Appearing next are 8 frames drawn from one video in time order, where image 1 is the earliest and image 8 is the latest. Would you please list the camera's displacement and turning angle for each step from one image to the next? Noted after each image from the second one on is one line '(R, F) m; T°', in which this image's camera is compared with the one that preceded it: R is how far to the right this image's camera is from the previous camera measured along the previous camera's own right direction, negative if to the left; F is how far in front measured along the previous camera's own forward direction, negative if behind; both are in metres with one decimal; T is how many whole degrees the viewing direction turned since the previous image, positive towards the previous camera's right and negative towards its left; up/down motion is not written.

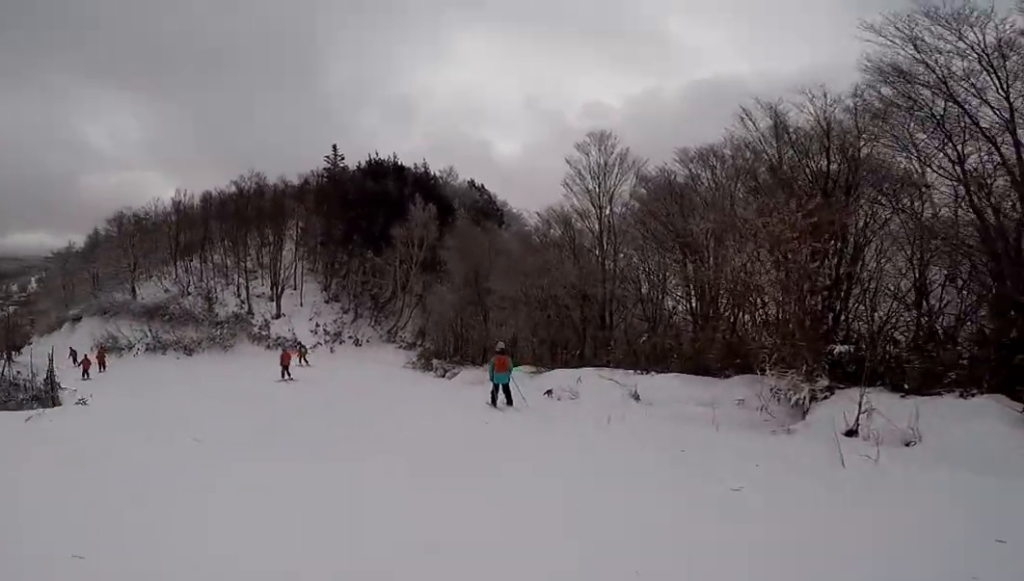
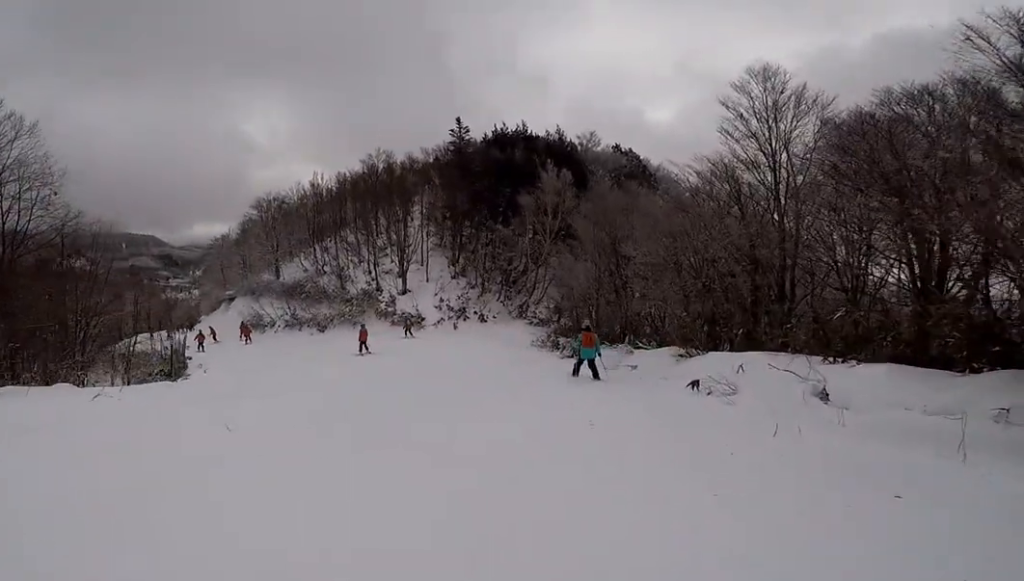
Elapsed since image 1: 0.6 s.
(+0.1, +2.1) m; -16°
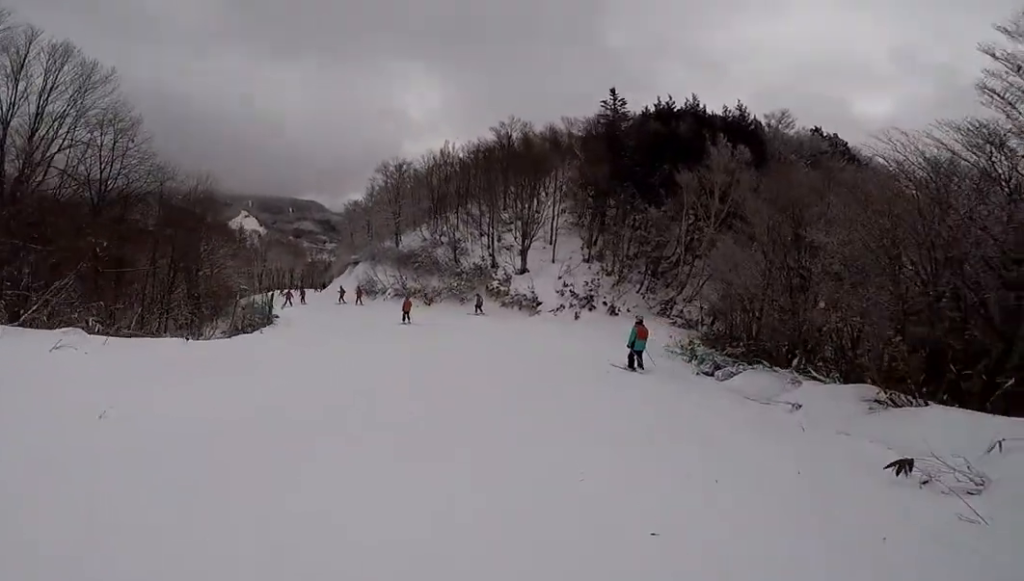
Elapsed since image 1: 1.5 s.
(-1.2, +3.5) m; -21°
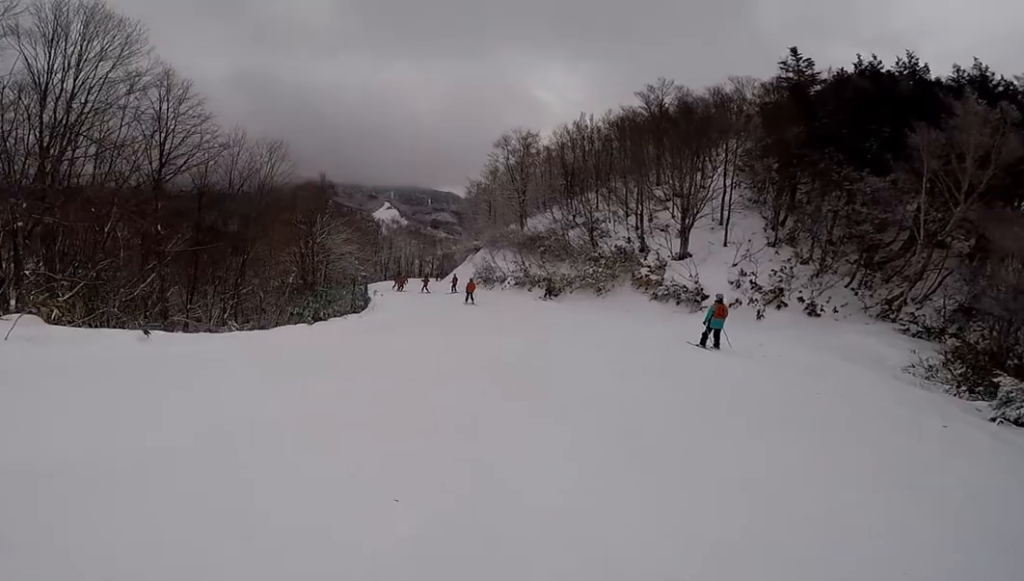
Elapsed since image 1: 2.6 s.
(-0.3, +4.8) m; -9°
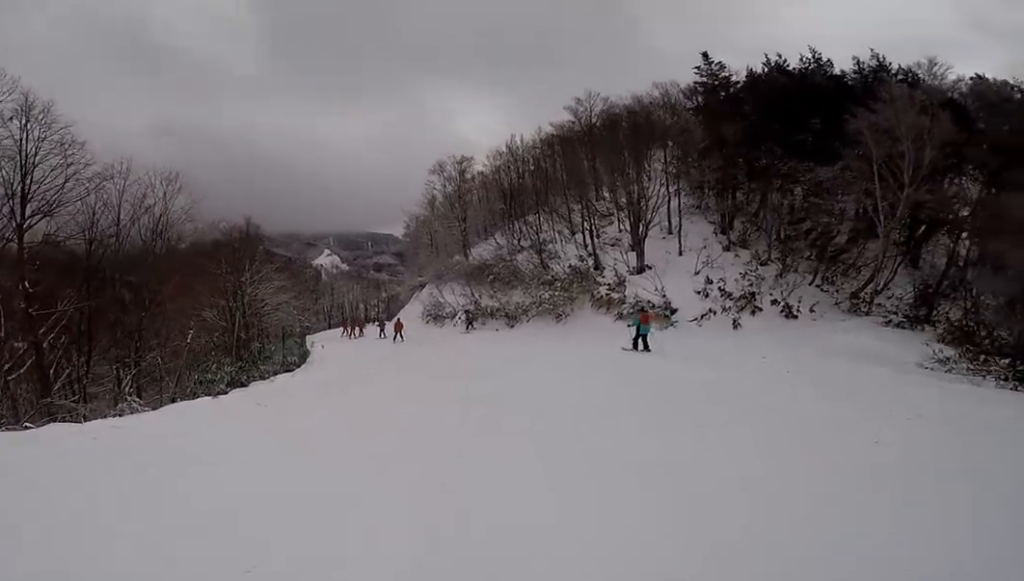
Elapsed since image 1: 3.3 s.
(-0.3, +3.0) m; 0°
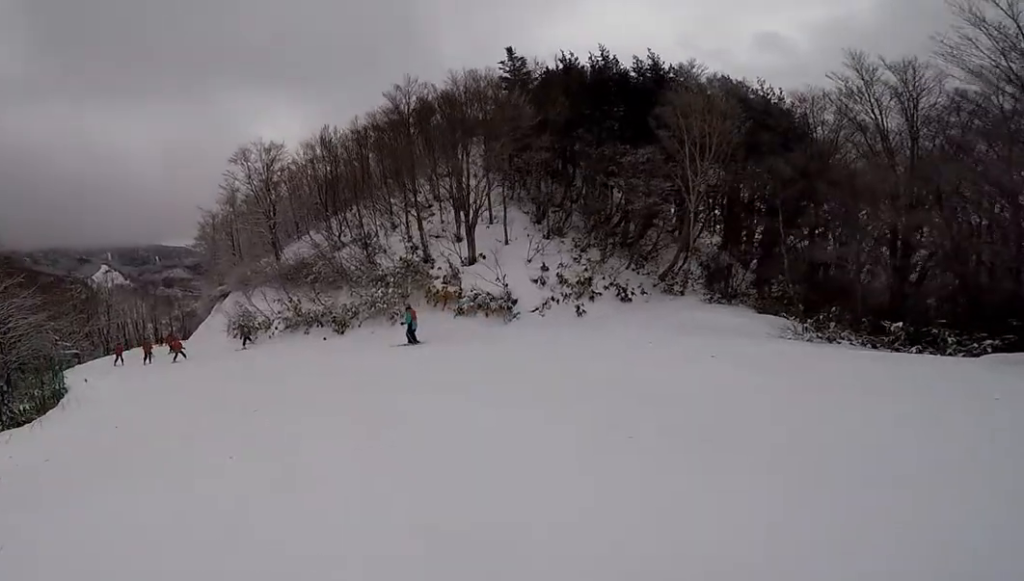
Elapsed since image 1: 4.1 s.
(+0.2, +3.8) m; +5°
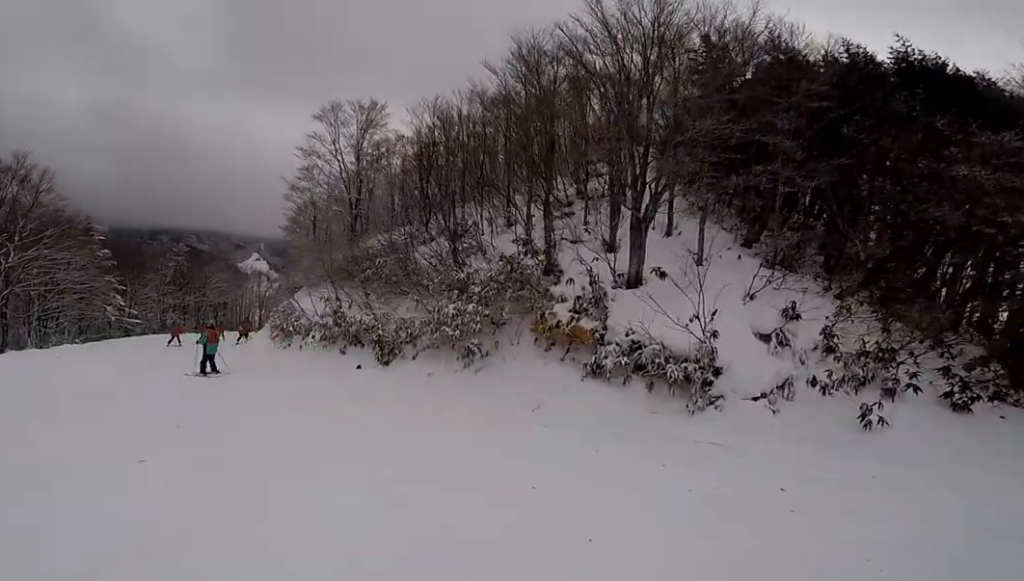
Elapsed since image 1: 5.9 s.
(+0.4, +8.0) m; -6°
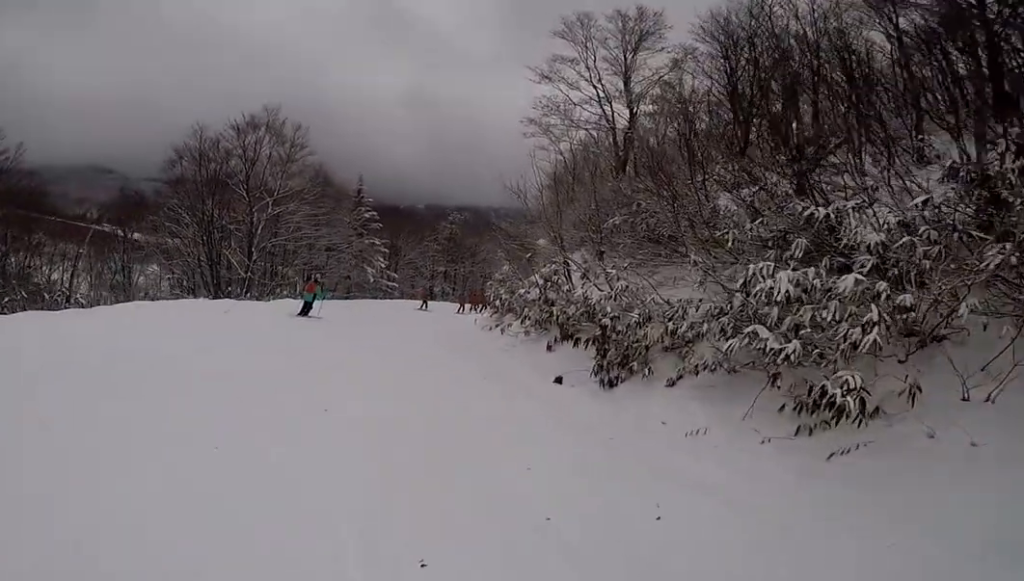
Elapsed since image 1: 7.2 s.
(-1.4, +5.9) m; -35°
